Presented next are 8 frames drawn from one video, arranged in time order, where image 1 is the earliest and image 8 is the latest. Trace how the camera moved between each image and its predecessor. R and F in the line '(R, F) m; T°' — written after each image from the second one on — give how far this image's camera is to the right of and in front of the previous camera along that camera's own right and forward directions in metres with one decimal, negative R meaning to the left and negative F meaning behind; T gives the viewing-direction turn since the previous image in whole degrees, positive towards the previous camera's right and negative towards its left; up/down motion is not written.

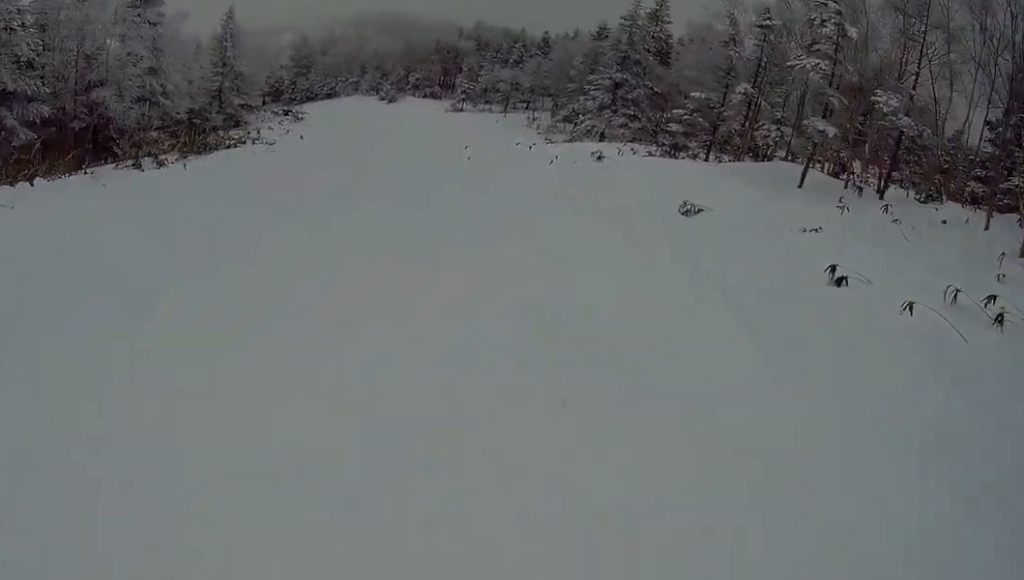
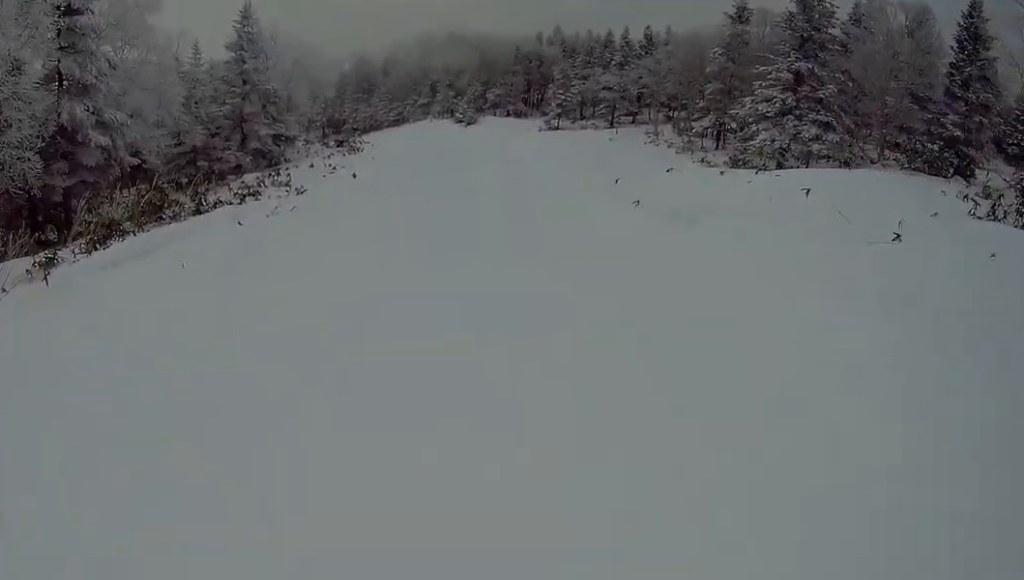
(+0.5, +8.8) m; +23°
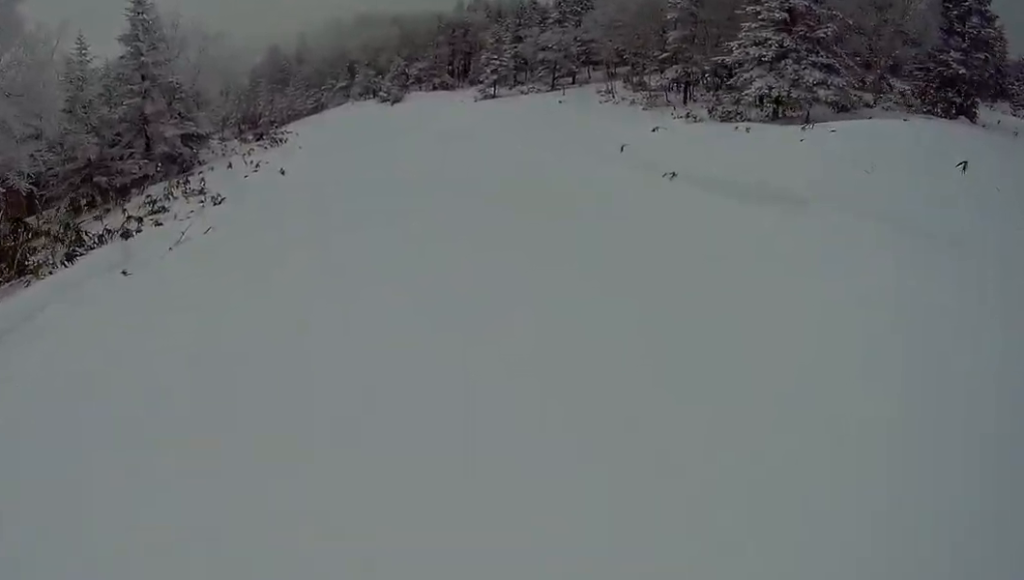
(-0.4, +3.2) m; +21°
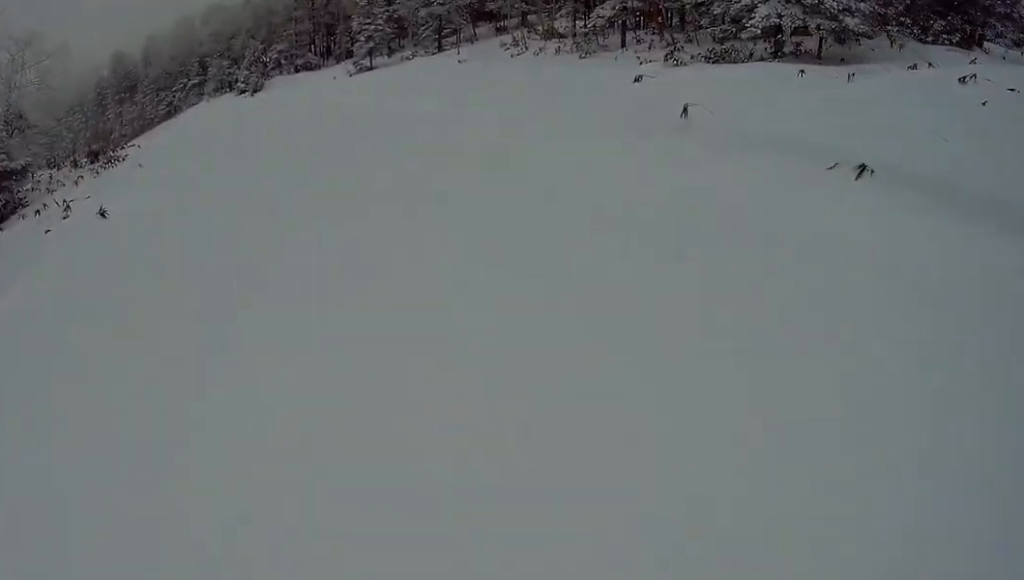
(+2.5, +5.1) m; +10°
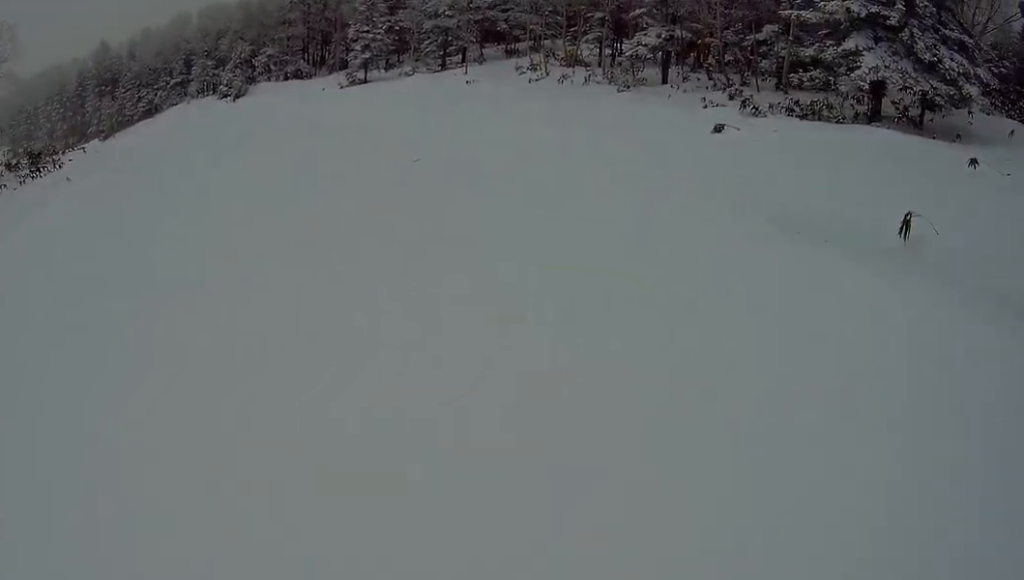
(-0.6, +4.0) m; -2°
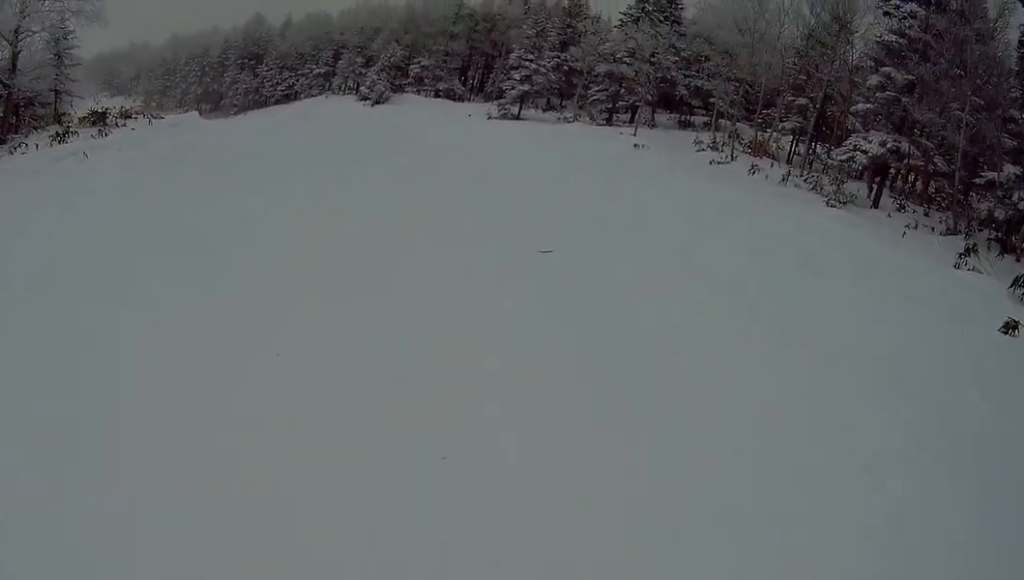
(-0.6, +4.8) m; -3°
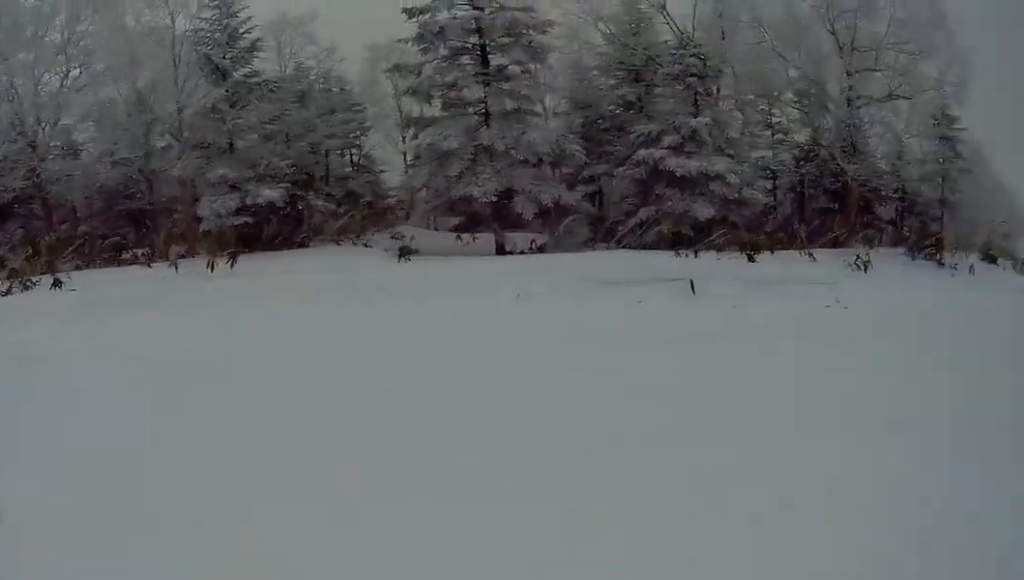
(+0.6, +10.2) m; +2°
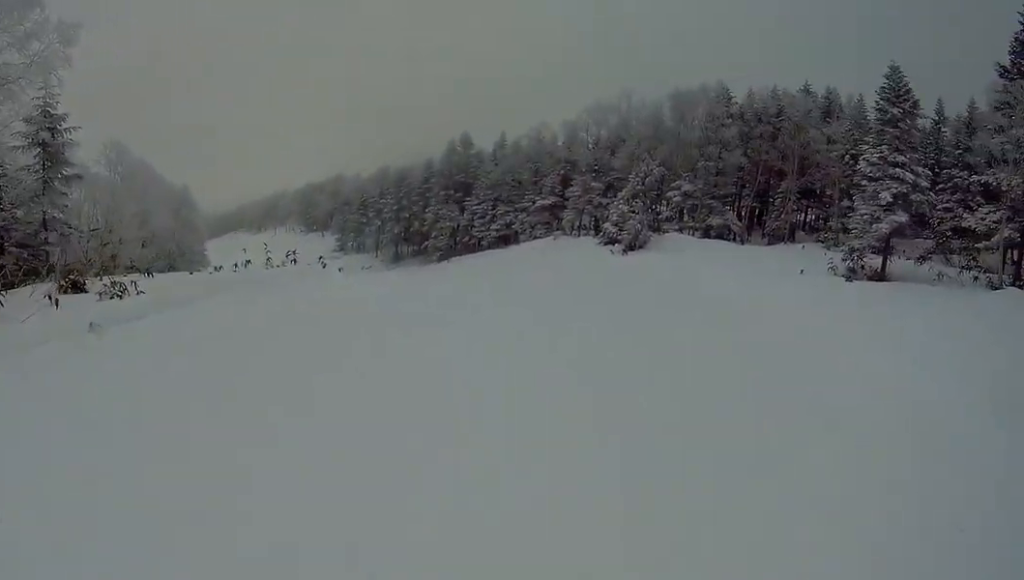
(-0.3, +7.1) m; +2°
